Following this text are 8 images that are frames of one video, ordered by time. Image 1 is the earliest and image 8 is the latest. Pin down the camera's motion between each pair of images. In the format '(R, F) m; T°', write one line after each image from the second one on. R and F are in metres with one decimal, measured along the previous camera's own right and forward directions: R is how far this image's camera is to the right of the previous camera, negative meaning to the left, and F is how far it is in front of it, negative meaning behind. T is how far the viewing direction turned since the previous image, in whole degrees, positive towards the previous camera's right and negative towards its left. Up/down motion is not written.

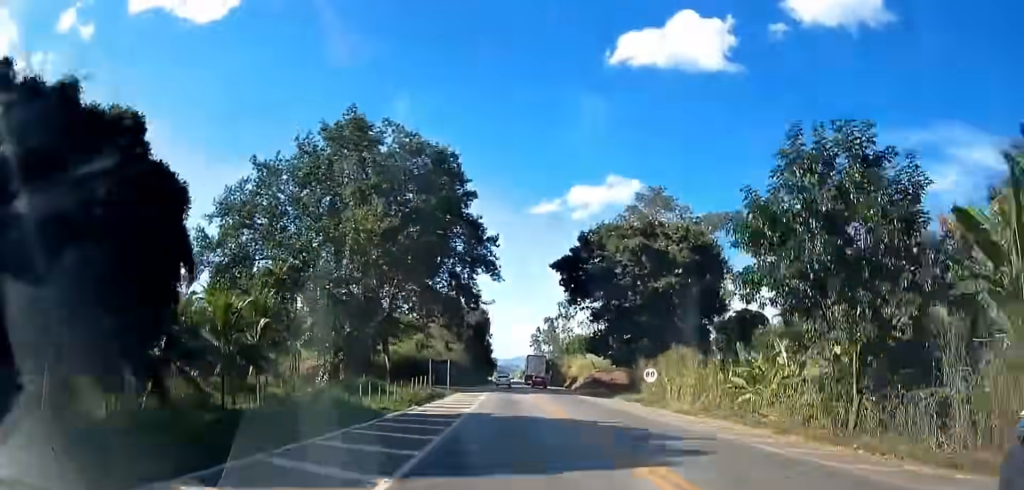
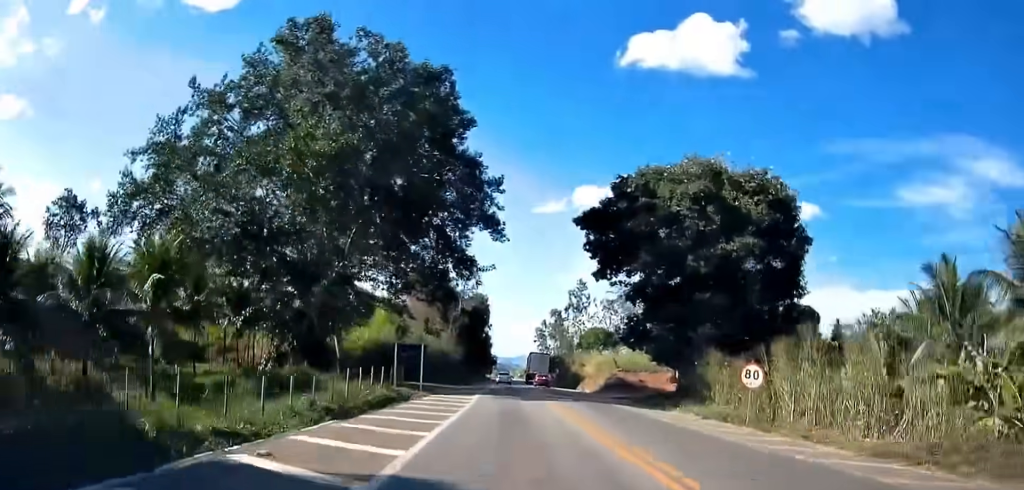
(+0.1, +14.8) m; 0°
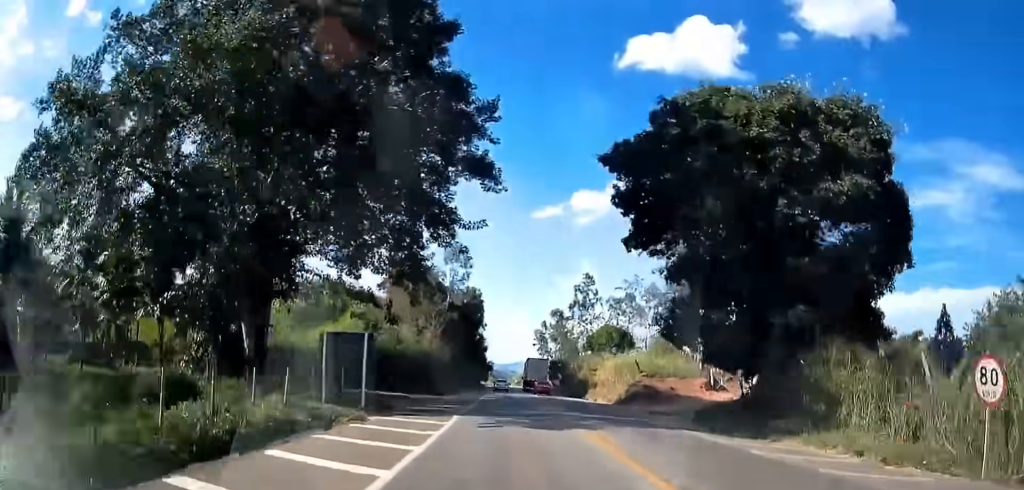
(-0.2, +12.4) m; -1°
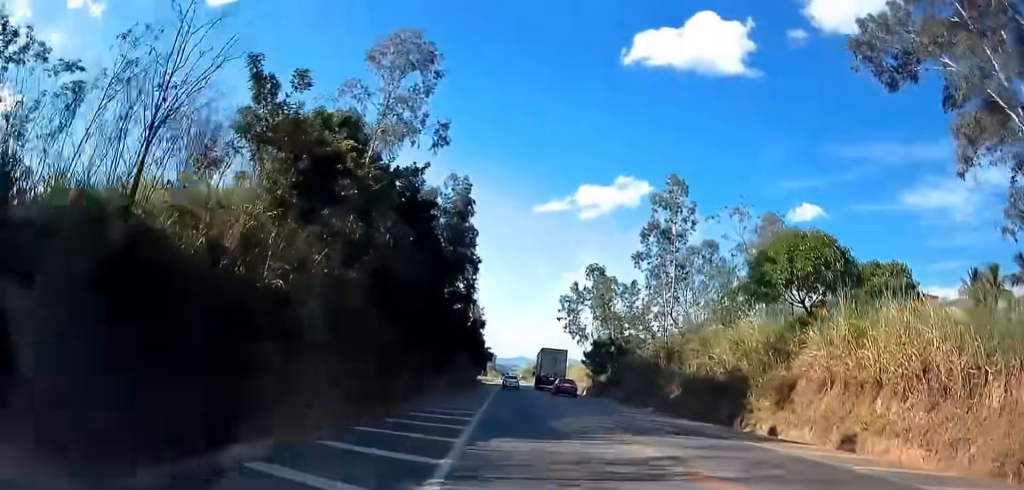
(-0.6, +44.6) m; +1°
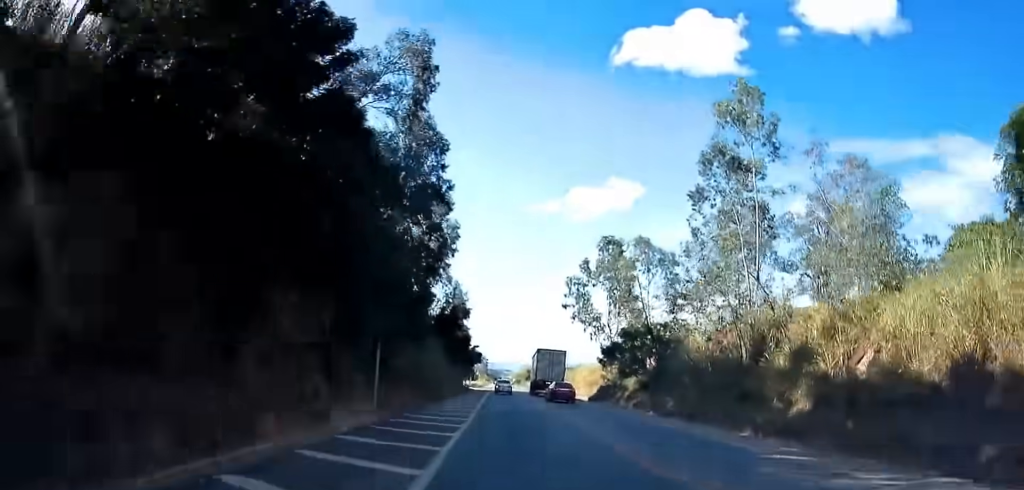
(+0.6, +17.5) m; +1°
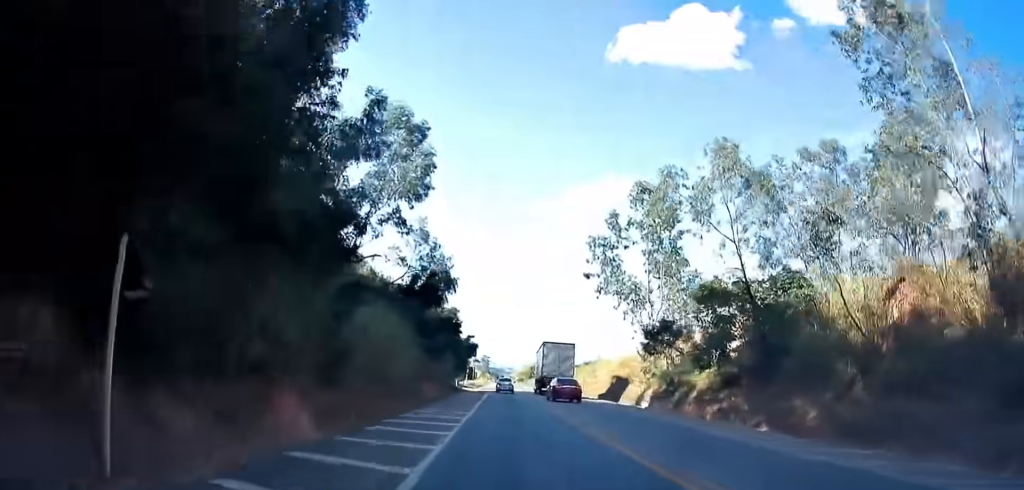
(+0.2, +16.7) m; 0°
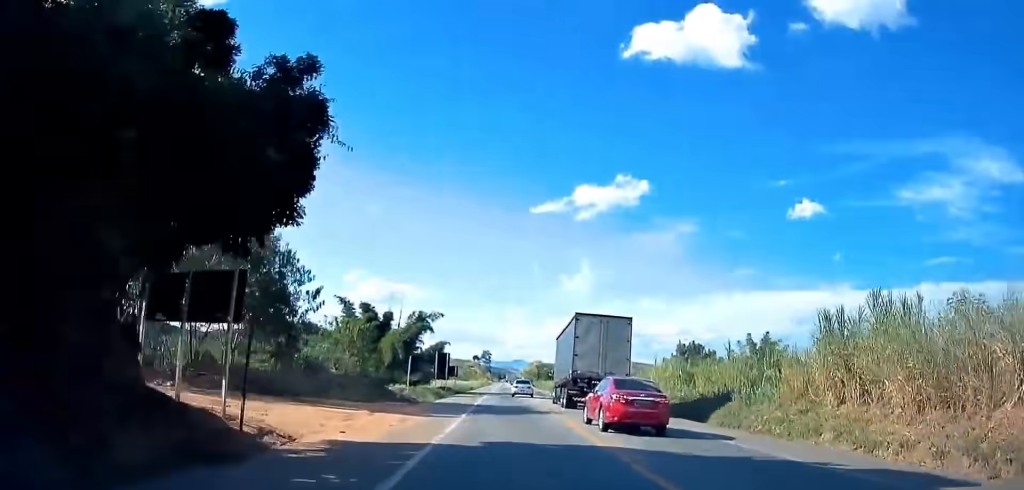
(-1.2, +56.2) m; -2°
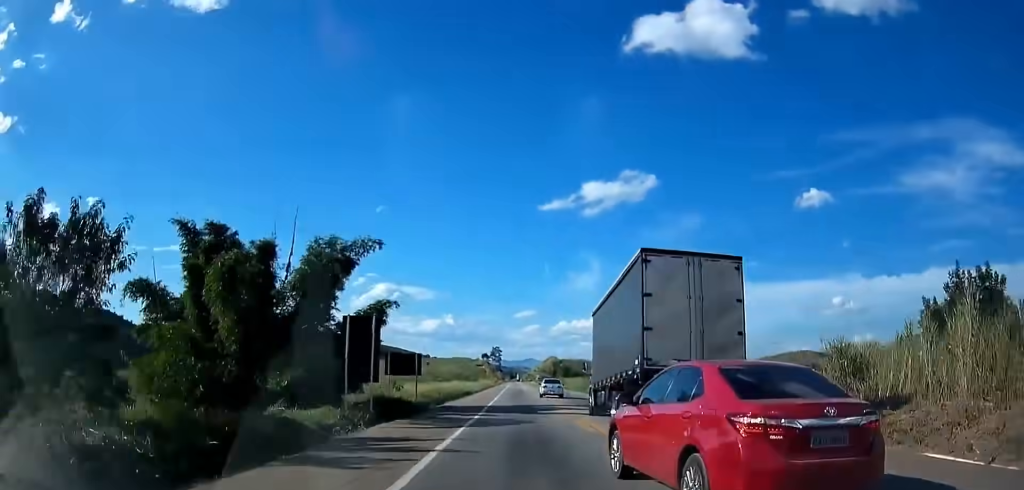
(-0.1, +33.2) m; -1°
